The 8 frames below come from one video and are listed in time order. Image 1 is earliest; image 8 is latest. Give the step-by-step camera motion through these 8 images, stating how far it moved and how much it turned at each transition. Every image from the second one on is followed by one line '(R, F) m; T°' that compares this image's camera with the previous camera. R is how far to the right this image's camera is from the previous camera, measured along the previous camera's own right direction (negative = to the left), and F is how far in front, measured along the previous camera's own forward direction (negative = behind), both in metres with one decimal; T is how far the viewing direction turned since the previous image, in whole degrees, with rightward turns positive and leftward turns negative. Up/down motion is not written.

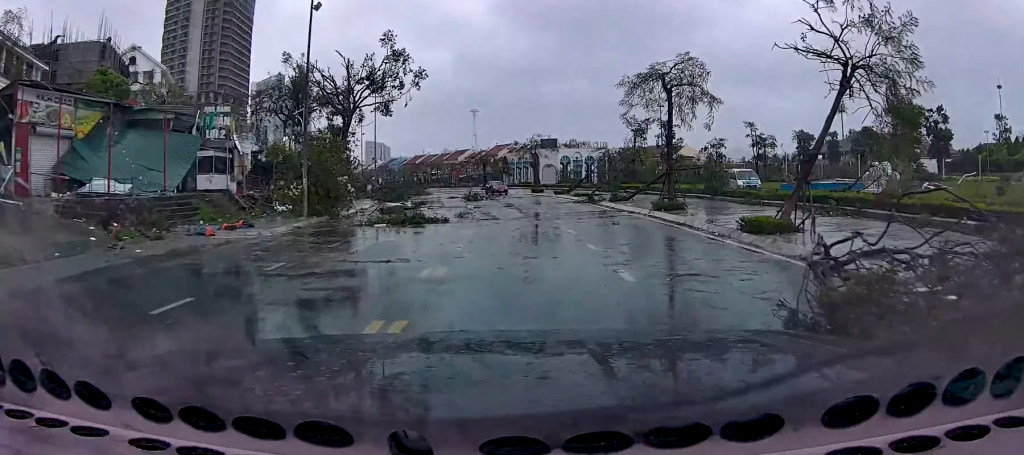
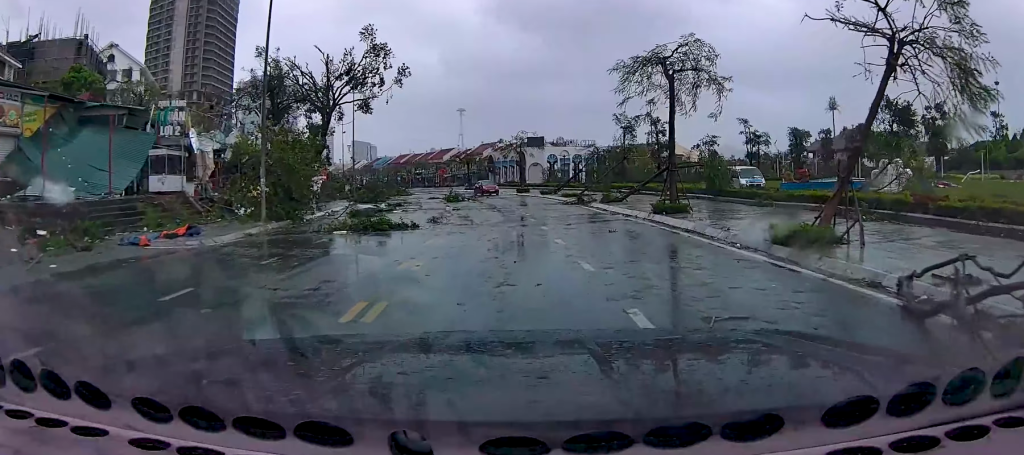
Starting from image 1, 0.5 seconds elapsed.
(+0.1, +3.0) m; +1°
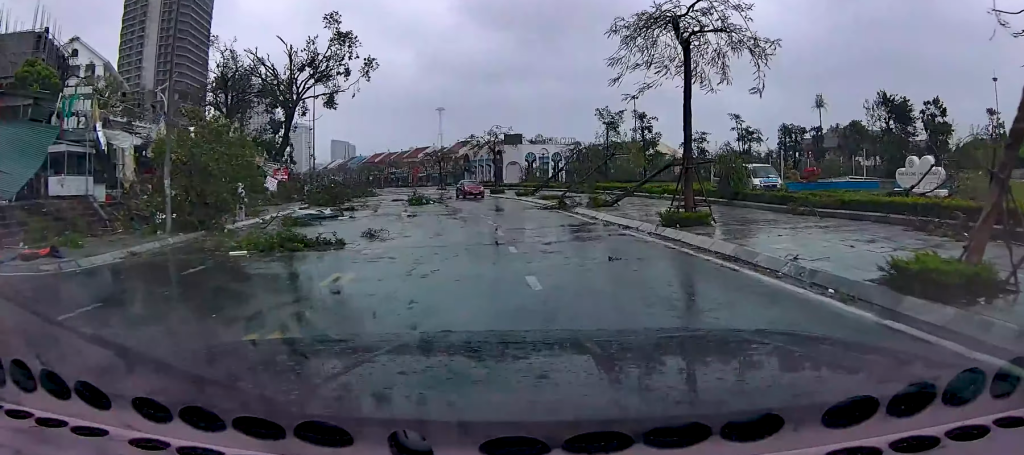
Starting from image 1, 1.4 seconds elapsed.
(+0.1, +5.7) m; +3°
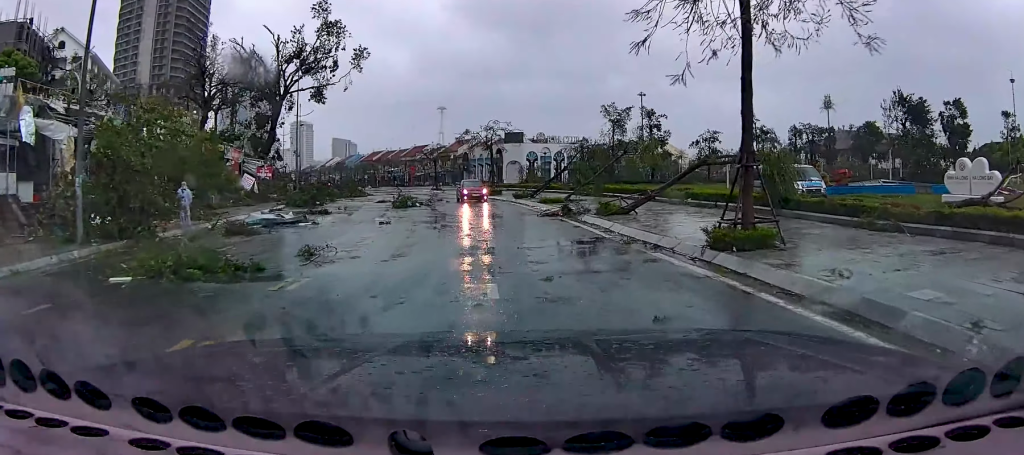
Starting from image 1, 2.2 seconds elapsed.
(+0.1, +4.8) m; +3°
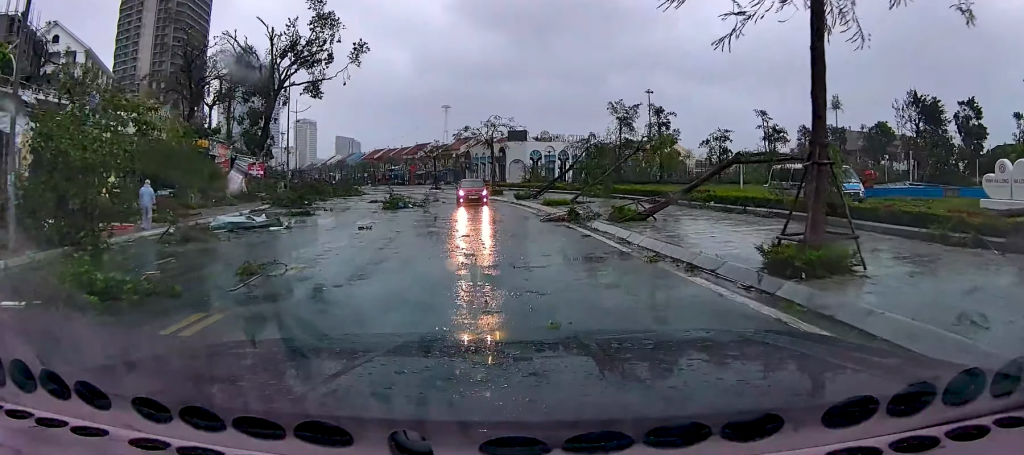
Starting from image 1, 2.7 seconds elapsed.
(+0.2, +2.9) m; +1°
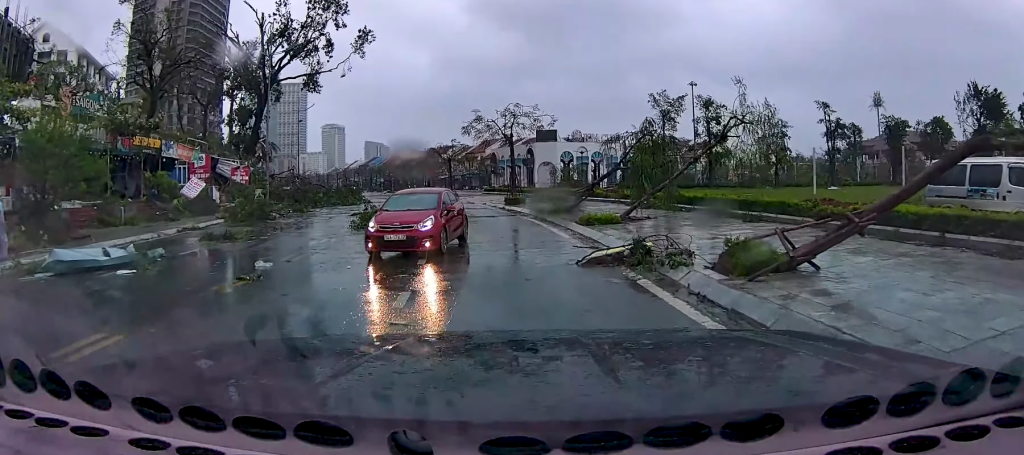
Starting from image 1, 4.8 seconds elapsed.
(-0.2, +9.2) m; -4°
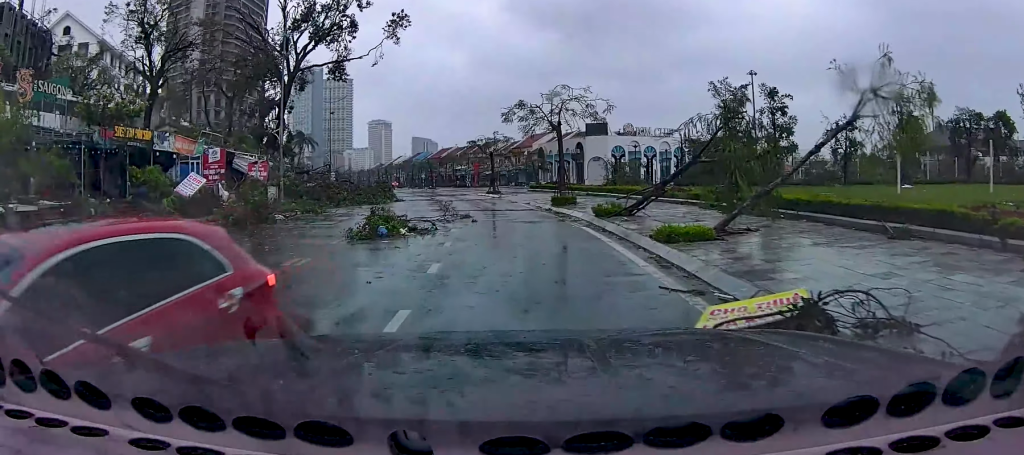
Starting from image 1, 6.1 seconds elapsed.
(-0.5, +4.9) m; -9°
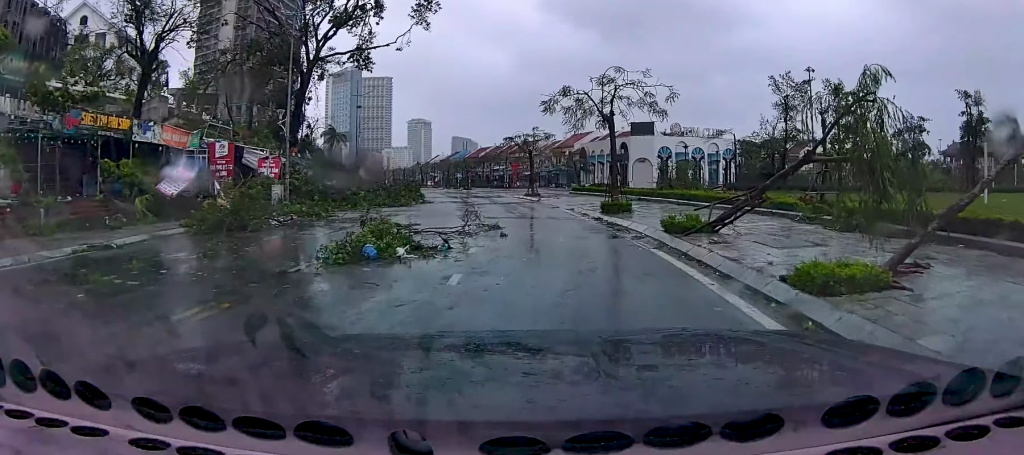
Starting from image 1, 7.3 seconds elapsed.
(0.0, +5.1) m; +2°
